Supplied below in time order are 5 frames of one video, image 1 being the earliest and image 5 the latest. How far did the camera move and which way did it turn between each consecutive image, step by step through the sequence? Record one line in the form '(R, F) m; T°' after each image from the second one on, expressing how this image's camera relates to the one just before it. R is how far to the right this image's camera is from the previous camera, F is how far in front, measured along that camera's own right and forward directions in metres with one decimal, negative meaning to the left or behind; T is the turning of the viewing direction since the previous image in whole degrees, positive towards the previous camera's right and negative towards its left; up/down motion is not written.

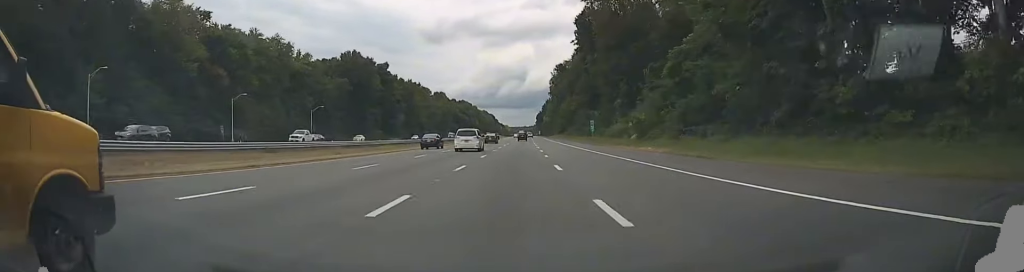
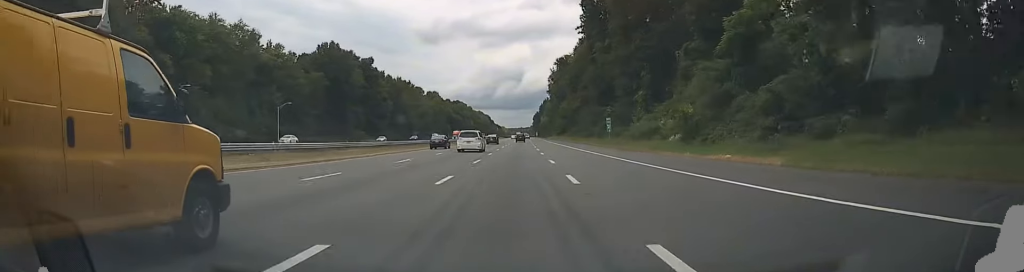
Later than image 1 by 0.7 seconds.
(+0.1, +18.2) m; 0°
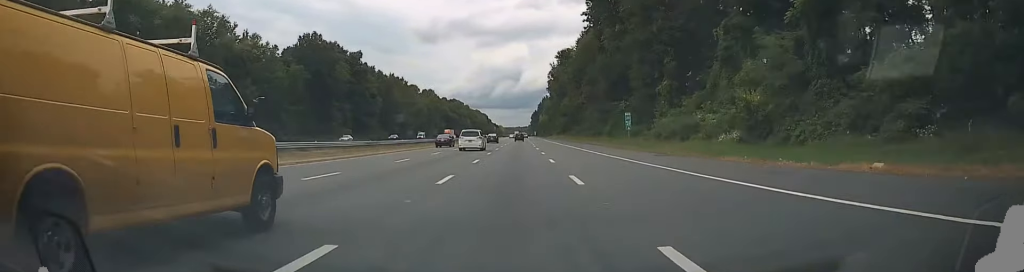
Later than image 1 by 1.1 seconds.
(0.0, +12.1) m; 0°
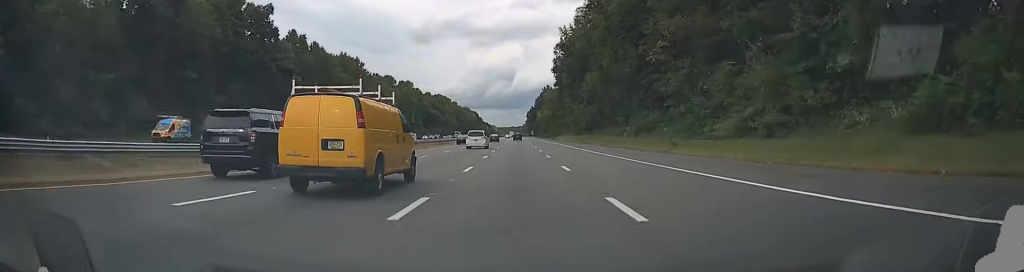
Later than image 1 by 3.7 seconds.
(+0.5, +66.5) m; +1°
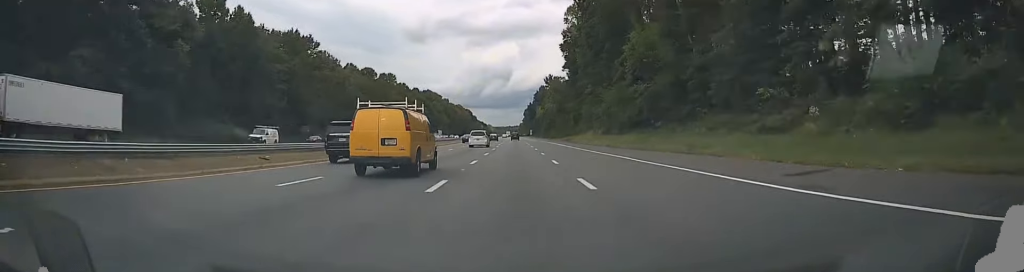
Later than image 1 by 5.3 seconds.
(+0.3, +40.9) m; 0°
